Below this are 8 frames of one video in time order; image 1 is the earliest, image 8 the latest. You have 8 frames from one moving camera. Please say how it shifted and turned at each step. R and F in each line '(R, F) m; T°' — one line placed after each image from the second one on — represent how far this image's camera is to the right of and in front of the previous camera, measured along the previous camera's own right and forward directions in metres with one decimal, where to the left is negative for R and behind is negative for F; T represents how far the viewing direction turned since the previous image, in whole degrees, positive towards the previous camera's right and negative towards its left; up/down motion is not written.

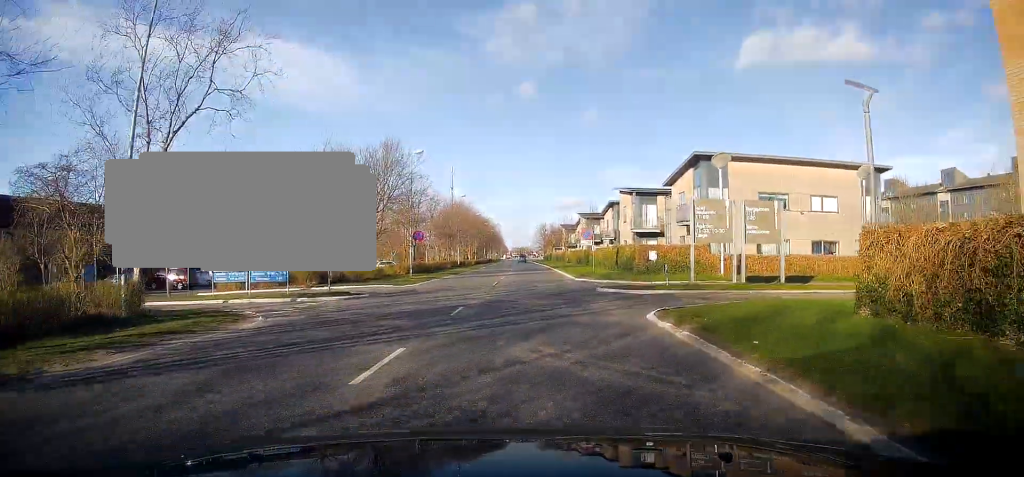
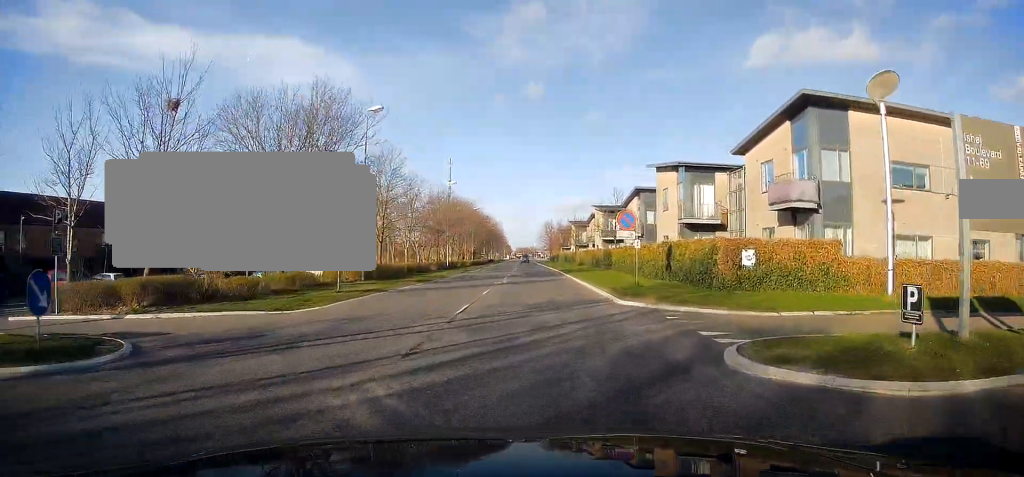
(-0.1, +15.2) m; 0°
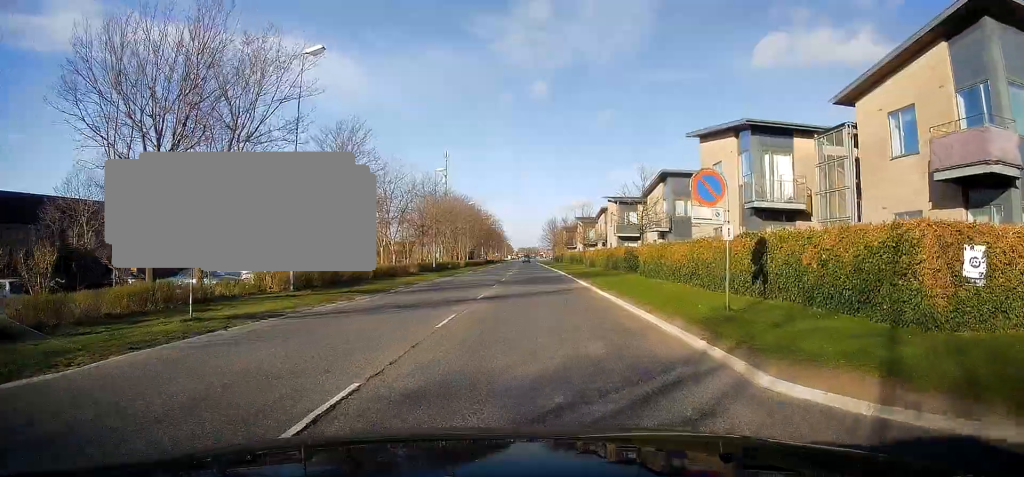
(0.0, +10.9) m; 0°
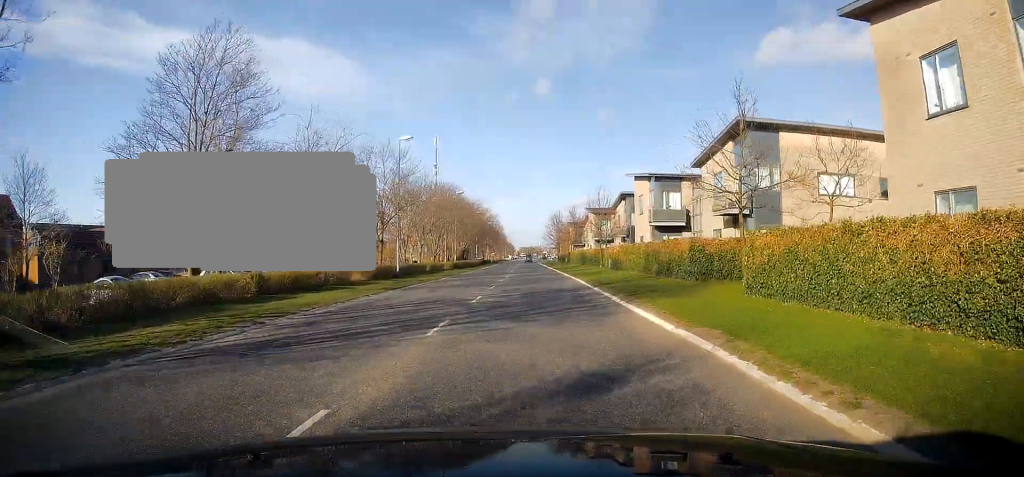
(-0.1, +16.8) m; 0°
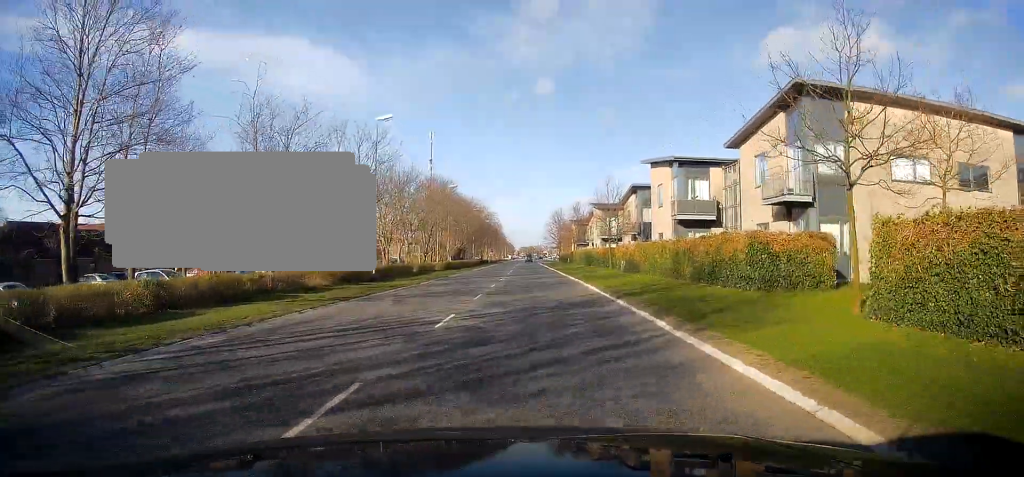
(0.0, +6.7) m; 0°
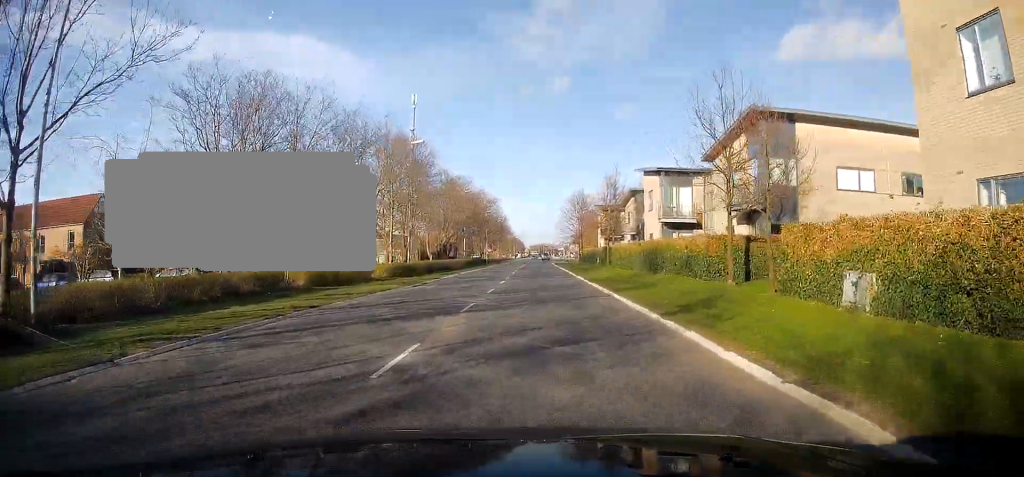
(0.0, +28.5) m; -1°
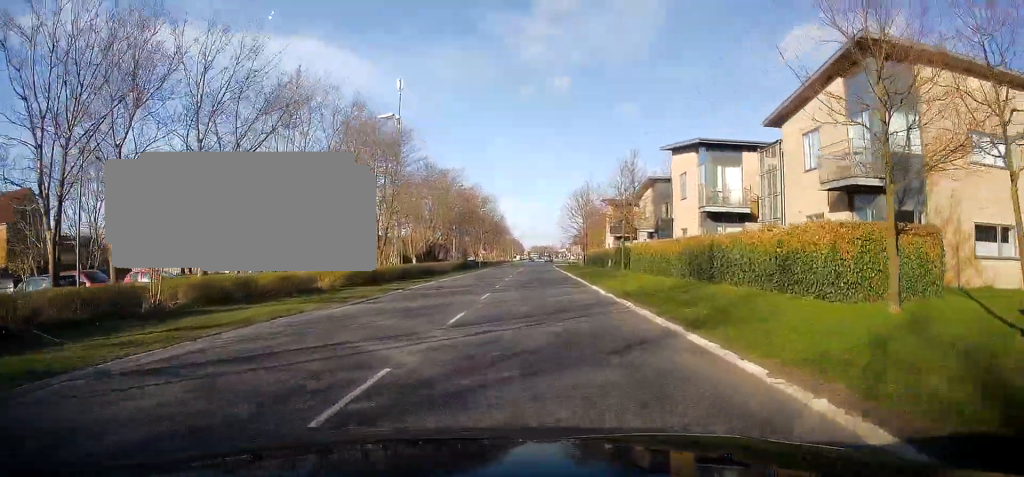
(0.0, +9.8) m; 0°
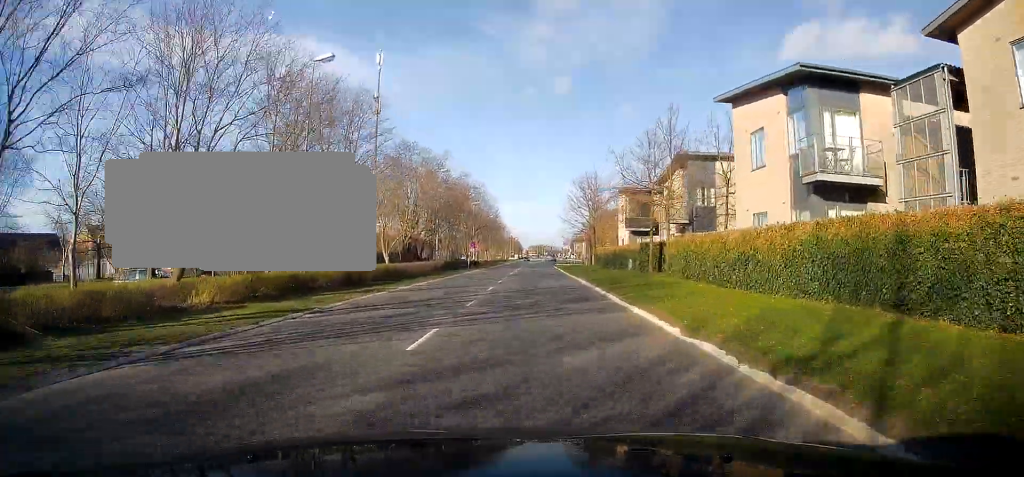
(+0.1, +11.3) m; 0°
